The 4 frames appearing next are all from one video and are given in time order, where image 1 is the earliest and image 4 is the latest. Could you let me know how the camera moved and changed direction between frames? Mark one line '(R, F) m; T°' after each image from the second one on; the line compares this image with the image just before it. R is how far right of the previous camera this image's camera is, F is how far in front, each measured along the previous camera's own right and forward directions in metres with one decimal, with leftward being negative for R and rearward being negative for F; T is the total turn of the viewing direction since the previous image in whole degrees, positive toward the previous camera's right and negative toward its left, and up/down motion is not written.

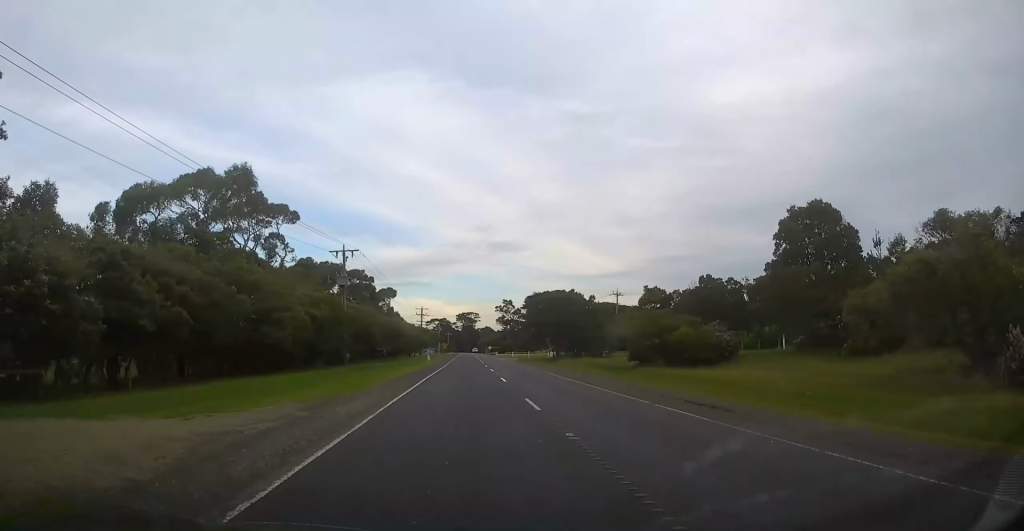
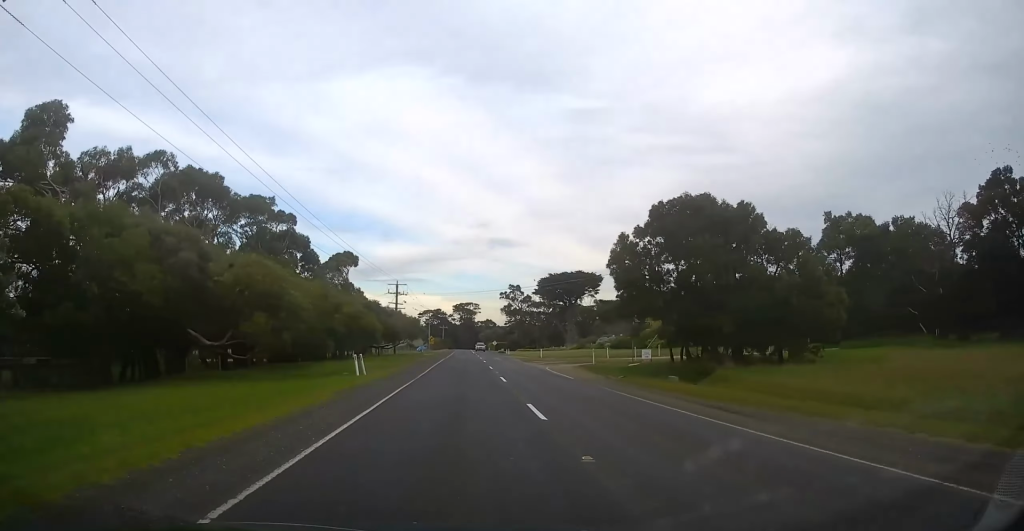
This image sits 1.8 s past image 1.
(-0.1, +49.6) m; 0°
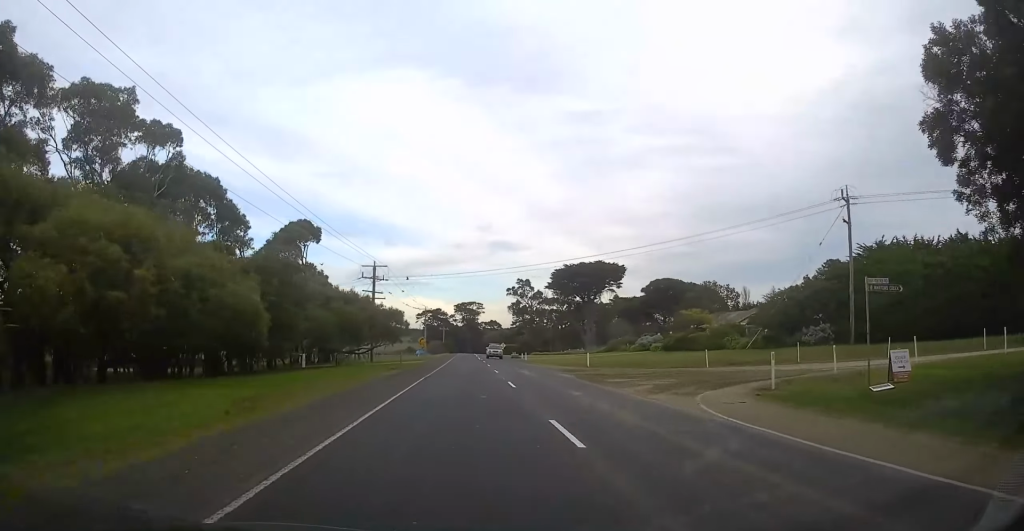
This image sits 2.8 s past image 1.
(0.0, +26.6) m; 0°
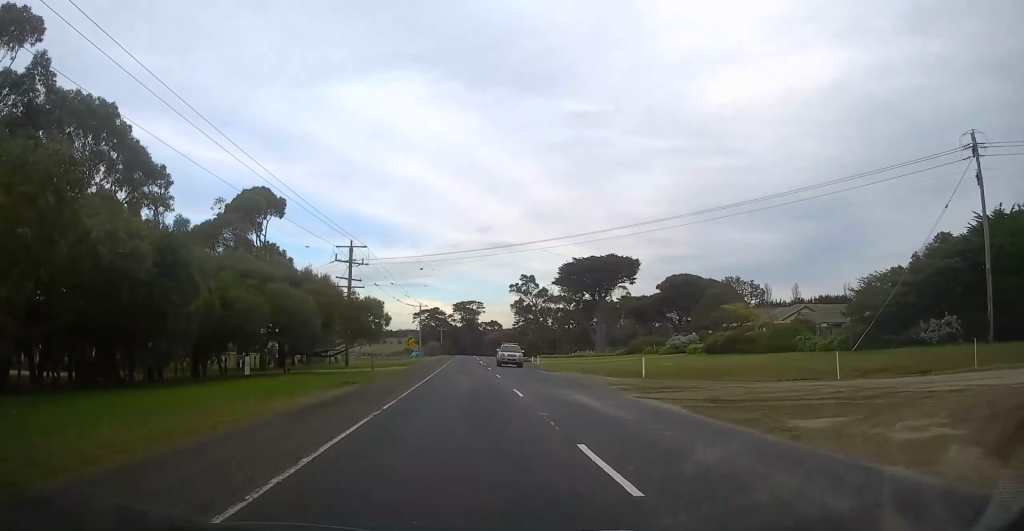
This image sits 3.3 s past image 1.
(0.0, +13.9) m; 0°
